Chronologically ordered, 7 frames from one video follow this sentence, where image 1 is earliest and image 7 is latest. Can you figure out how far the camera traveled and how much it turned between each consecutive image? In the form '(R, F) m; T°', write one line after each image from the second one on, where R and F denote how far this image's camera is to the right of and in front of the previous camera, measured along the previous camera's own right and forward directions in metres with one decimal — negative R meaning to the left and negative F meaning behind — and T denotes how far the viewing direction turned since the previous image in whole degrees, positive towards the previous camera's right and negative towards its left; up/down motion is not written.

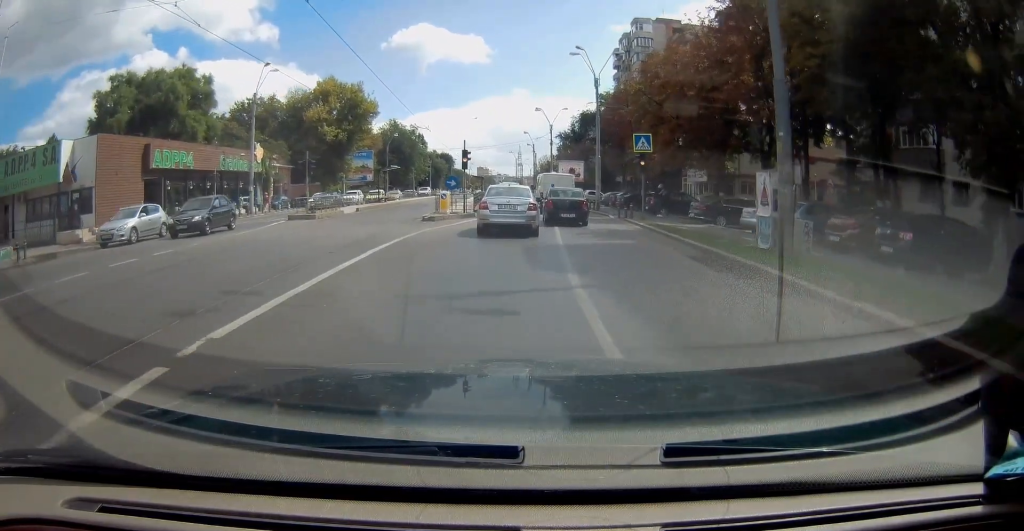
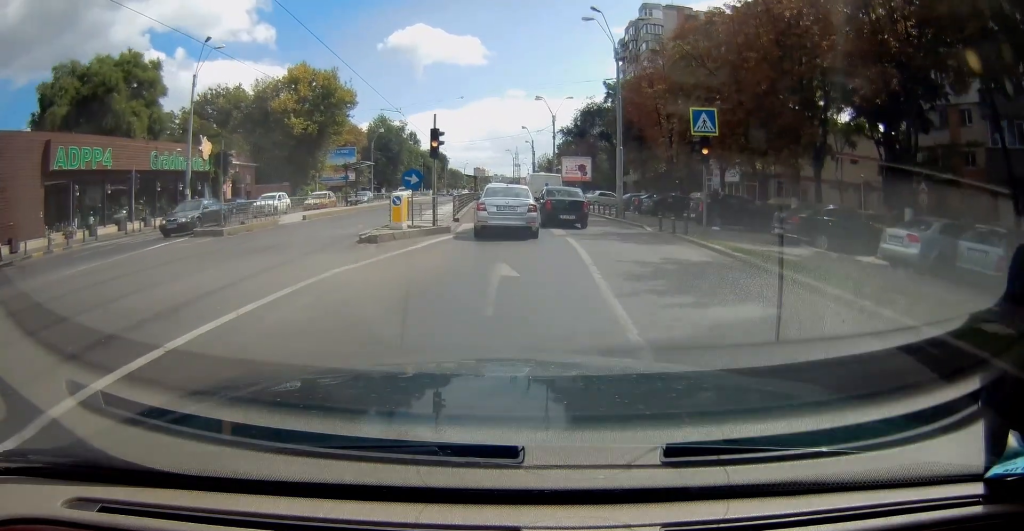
(-0.2, +8.8) m; +4°
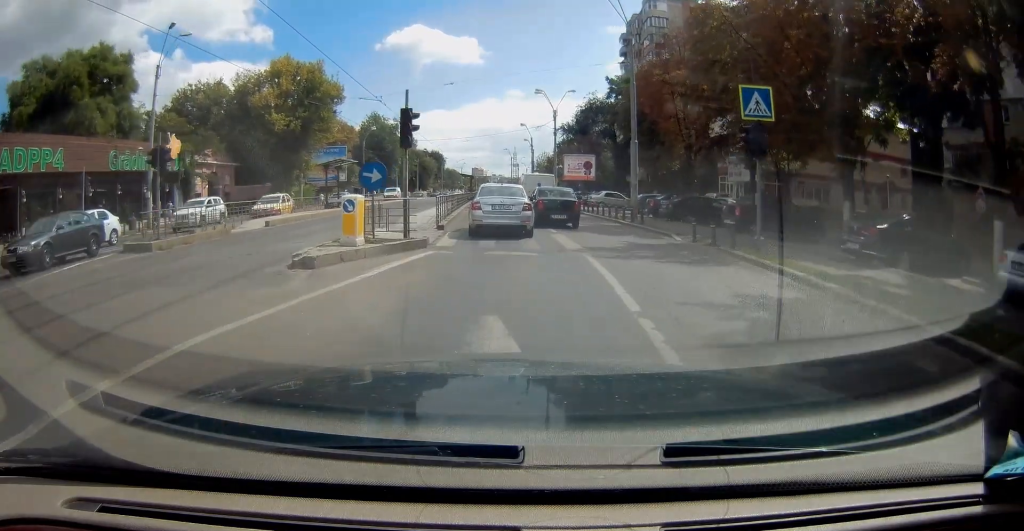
(+0.5, +4.0) m; +3°
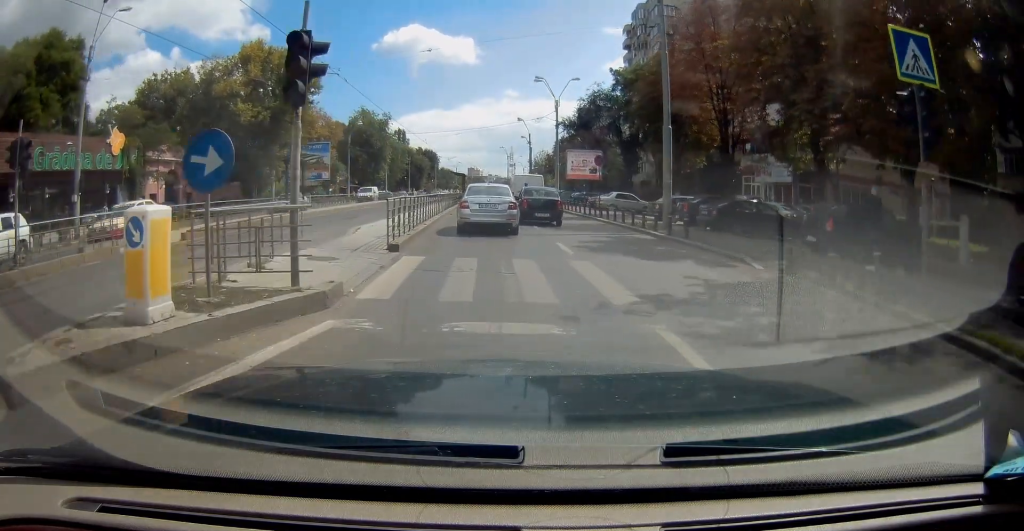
(-0.3, +6.2) m; -1°
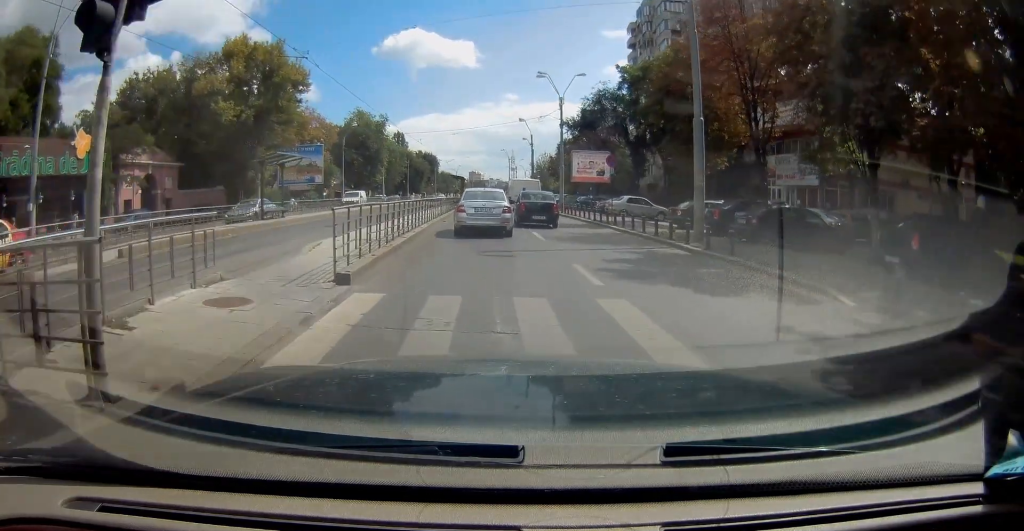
(0.0, +3.4) m; -2°
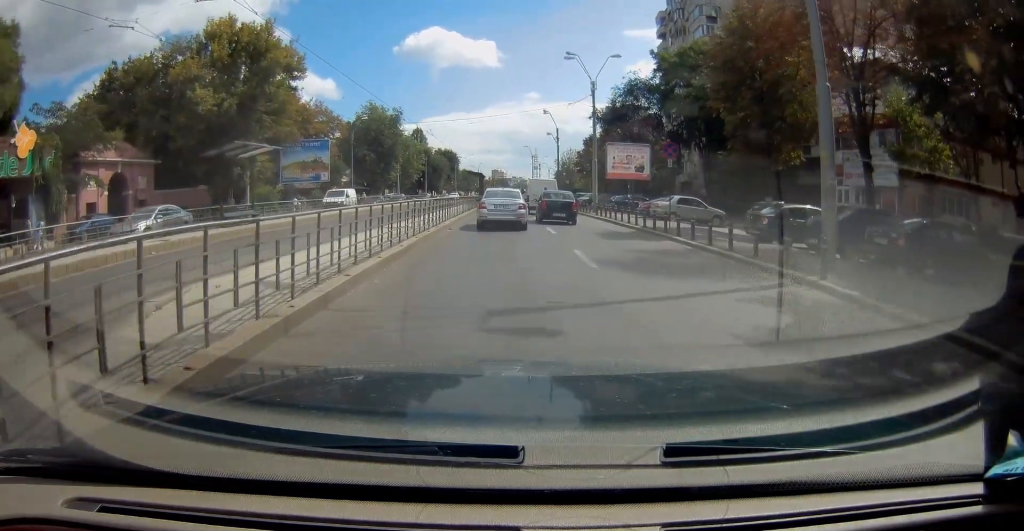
(+0.1, +6.3) m; -5°
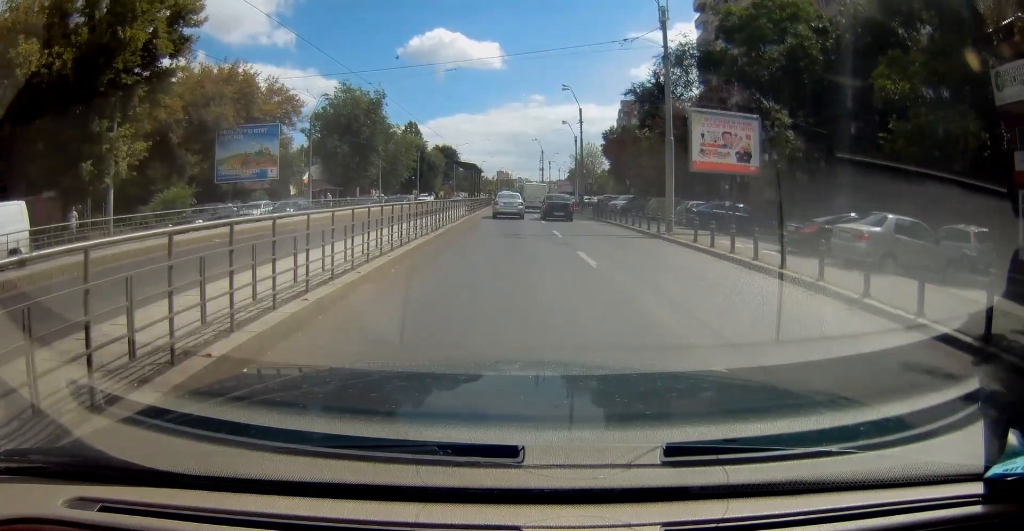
(-1.5, +17.6) m; -3°
